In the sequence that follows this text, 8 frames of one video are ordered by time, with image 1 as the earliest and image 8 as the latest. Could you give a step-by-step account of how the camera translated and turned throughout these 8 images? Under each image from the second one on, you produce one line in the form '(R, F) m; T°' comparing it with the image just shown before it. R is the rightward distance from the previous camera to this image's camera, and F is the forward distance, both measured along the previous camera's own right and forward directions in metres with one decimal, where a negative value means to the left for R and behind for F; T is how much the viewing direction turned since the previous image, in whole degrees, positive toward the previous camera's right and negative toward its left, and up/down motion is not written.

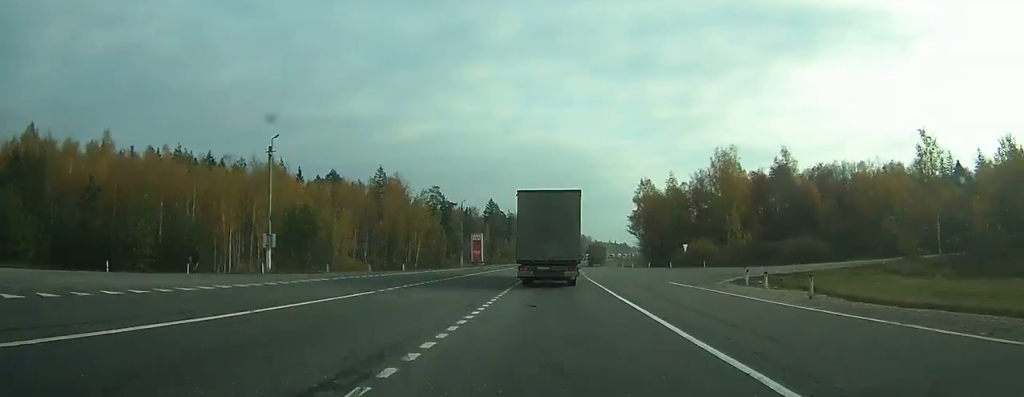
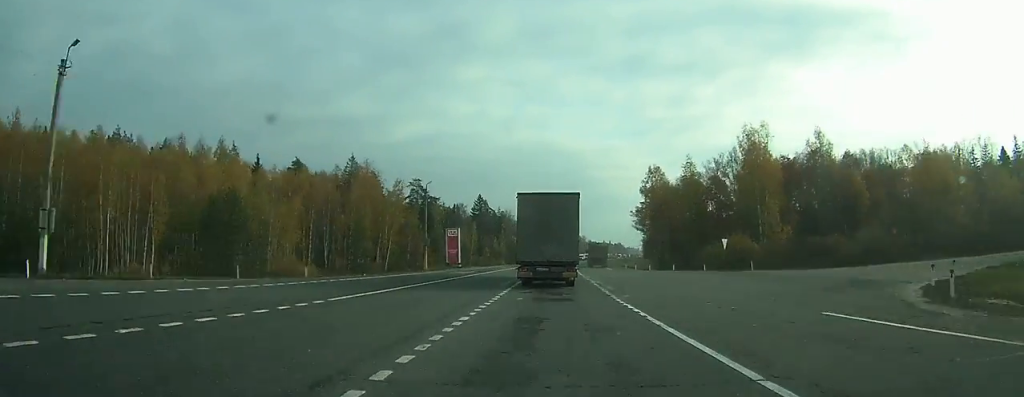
(0.0, +18.0) m; +1°
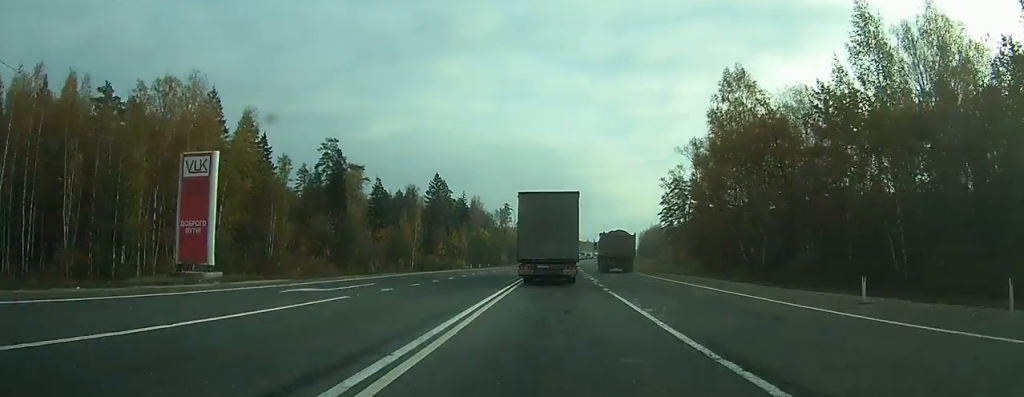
(+1.2, +56.2) m; +2°
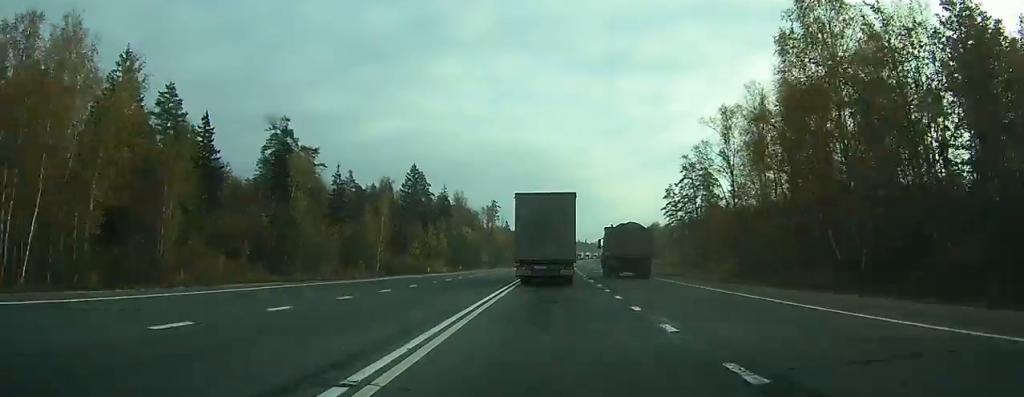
(+0.1, +19.6) m; +1°
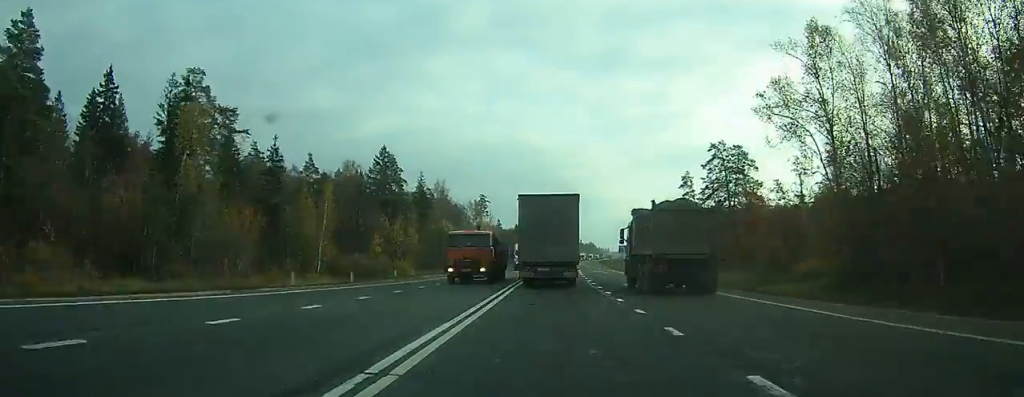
(+0.2, +26.6) m; +1°
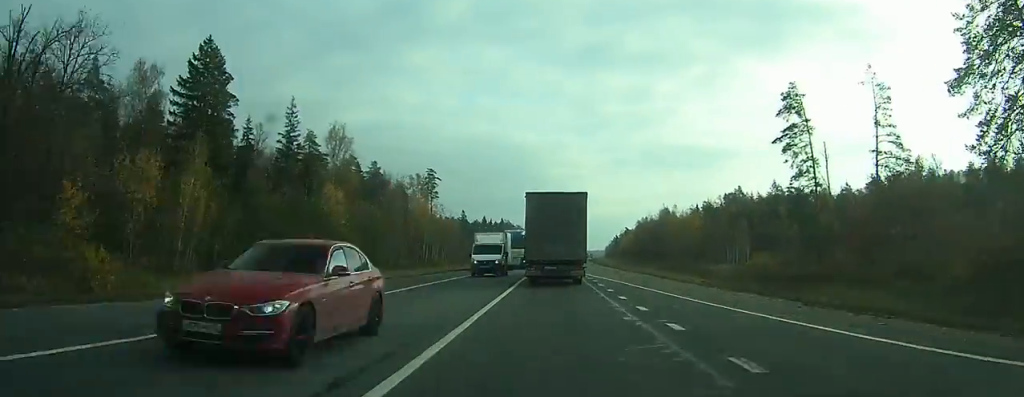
(+1.1, +74.1) m; +2°
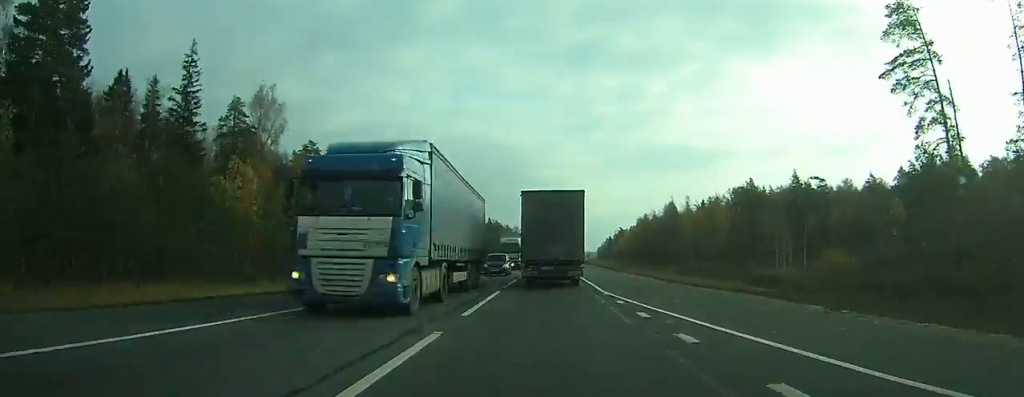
(+0.2, +27.2) m; +1°
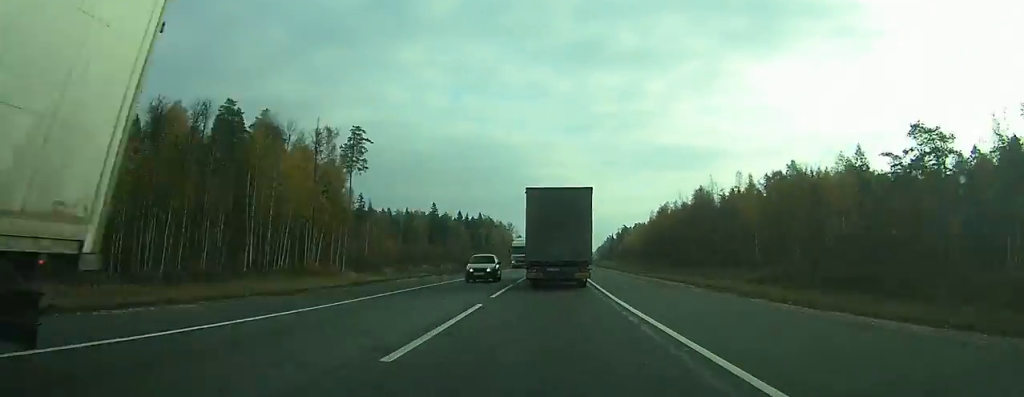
(+0.4, +43.6) m; +1°
